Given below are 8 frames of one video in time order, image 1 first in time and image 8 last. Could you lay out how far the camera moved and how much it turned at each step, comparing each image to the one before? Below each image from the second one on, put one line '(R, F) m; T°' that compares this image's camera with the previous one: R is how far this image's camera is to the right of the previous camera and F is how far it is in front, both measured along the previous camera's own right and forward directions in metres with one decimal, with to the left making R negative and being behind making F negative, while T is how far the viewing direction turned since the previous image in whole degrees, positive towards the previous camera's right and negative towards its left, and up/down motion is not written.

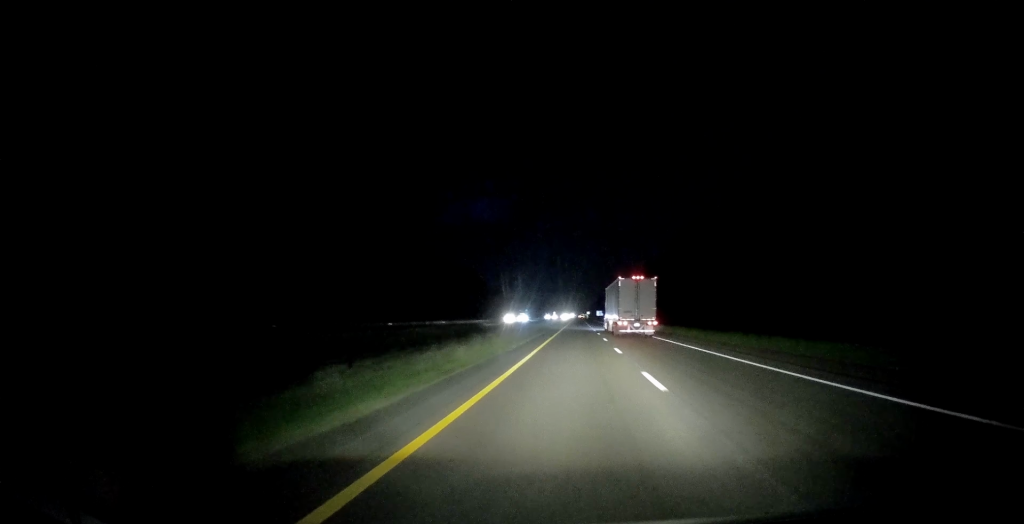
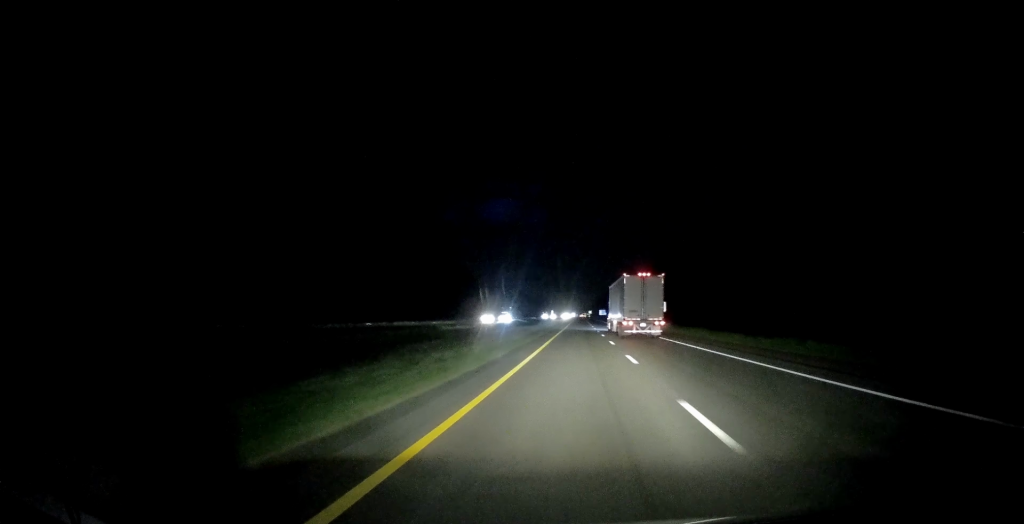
(-0.3, +28.9) m; 0°
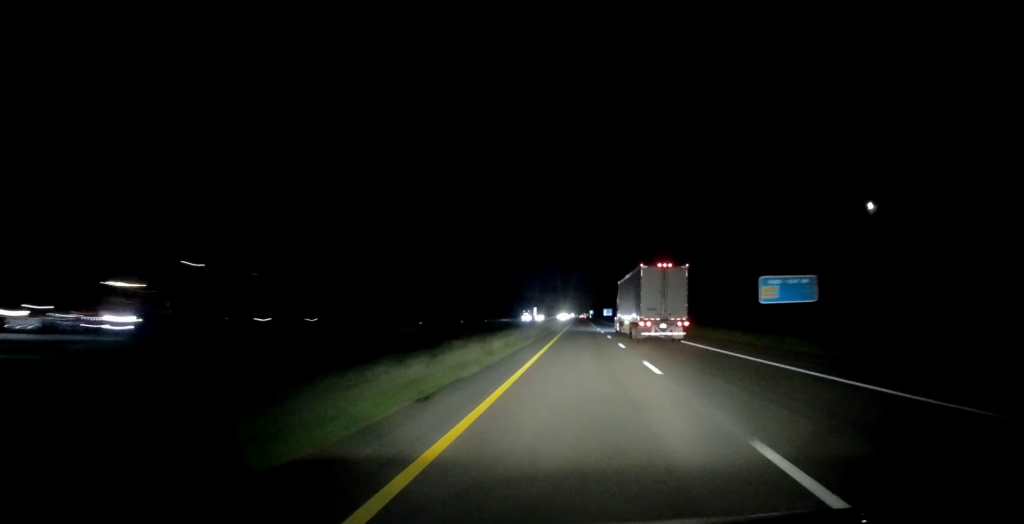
(-0.2, +75.5) m; 0°
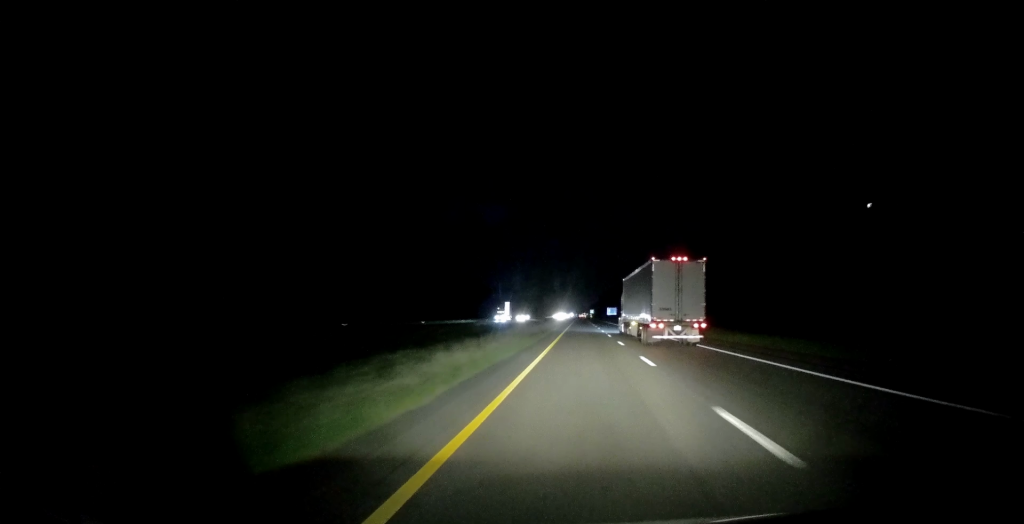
(+0.1, +45.4) m; 0°
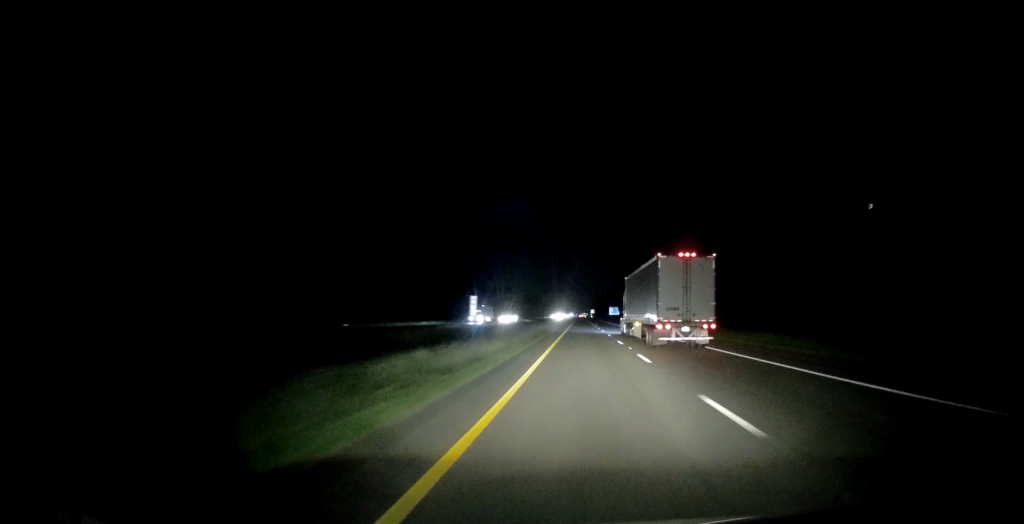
(0.0, +22.8) m; 0°
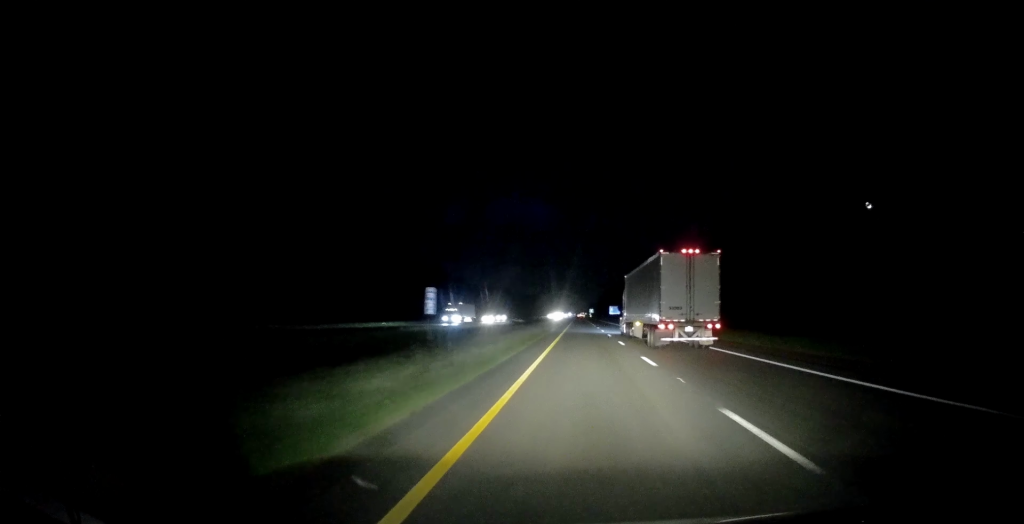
(+0.2, +13.6) m; 0°
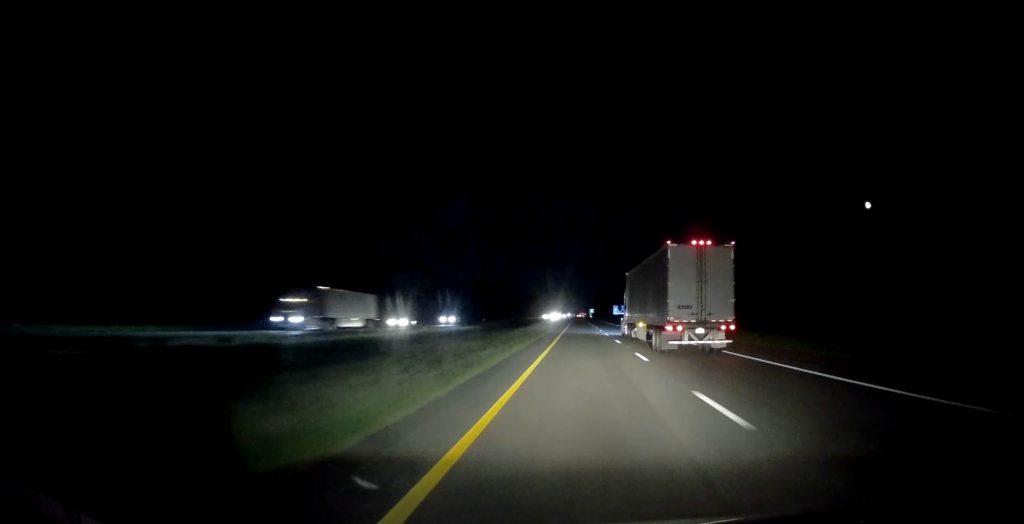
(-0.4, +34.0) m; 0°
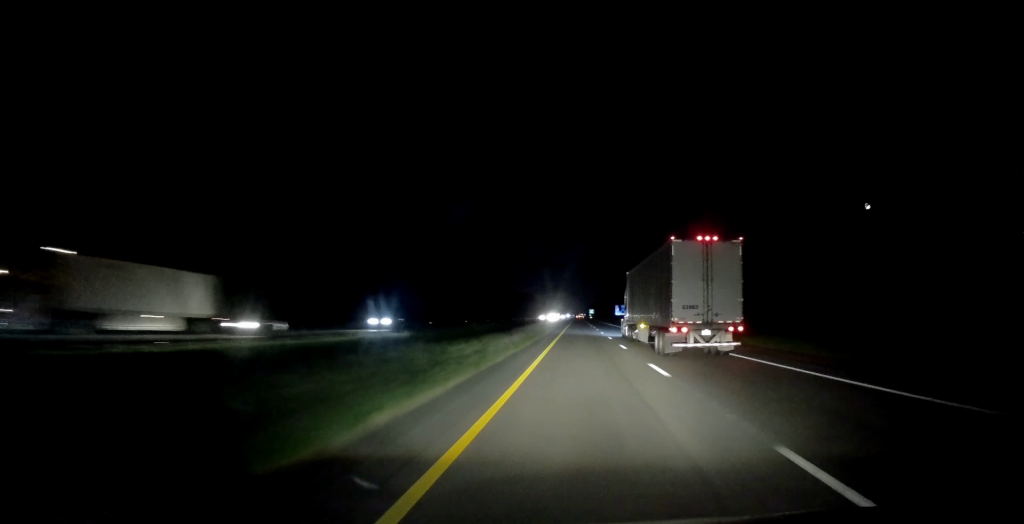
(0.0, +17.0) m; 0°
